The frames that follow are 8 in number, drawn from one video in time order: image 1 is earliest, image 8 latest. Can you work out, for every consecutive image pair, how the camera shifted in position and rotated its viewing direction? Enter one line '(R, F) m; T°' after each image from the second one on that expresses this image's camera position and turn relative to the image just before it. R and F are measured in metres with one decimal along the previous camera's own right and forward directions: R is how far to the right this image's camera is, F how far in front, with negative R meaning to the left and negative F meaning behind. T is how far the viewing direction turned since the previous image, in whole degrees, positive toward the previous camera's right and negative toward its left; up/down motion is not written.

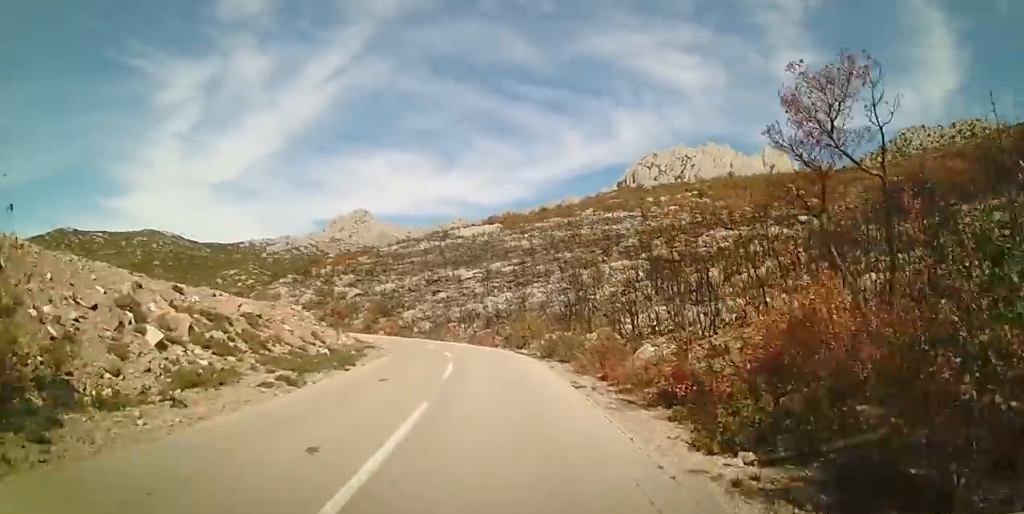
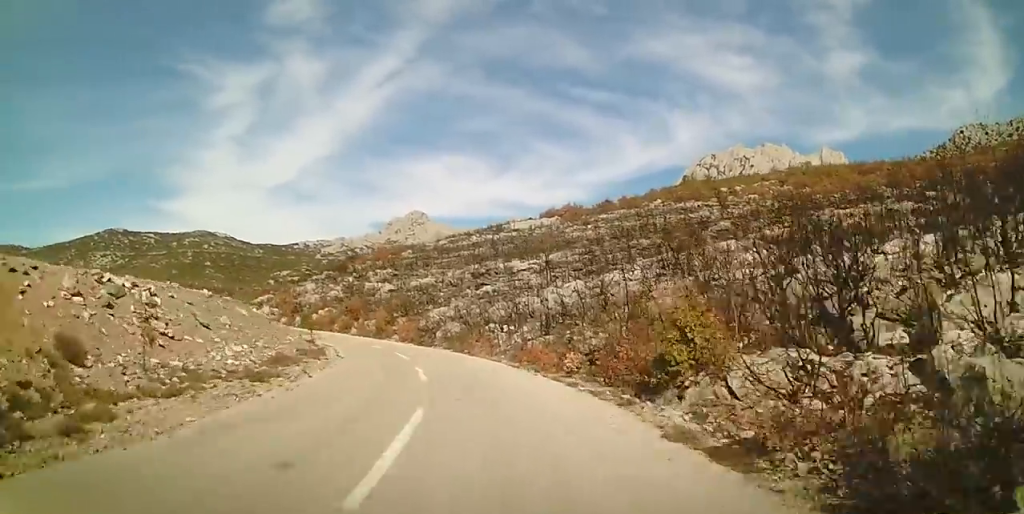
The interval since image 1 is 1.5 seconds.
(-0.9, +18.9) m; -6°
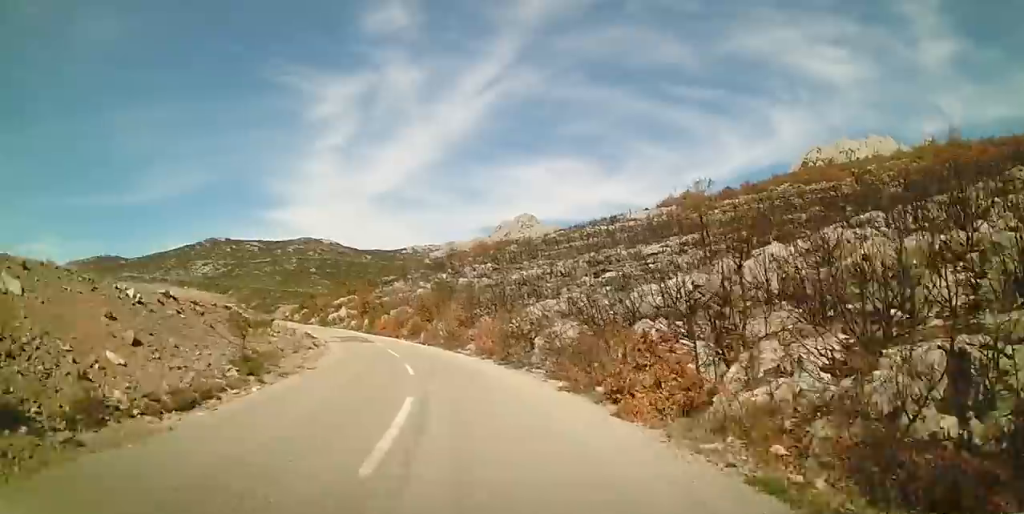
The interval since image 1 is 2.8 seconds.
(-1.7, +17.0) m; -18°
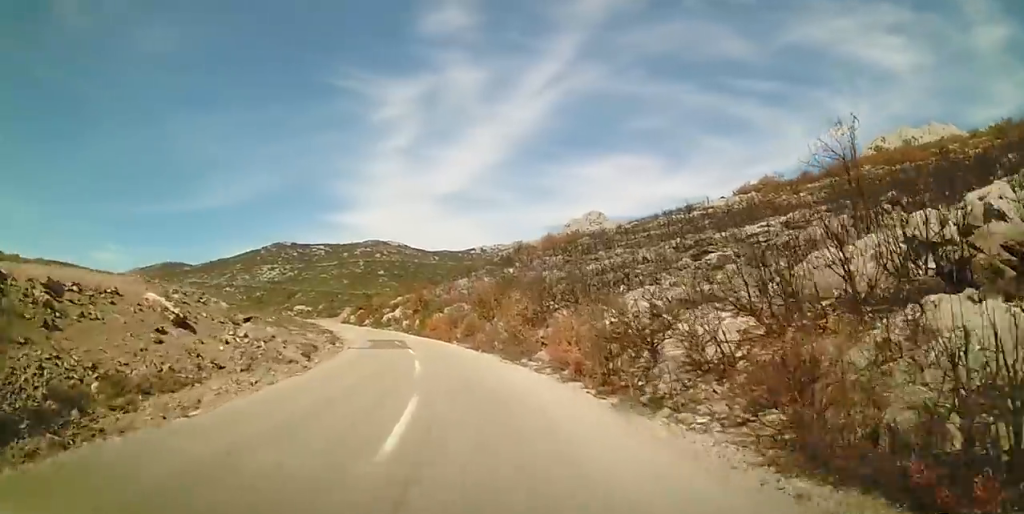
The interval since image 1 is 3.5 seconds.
(-1.8, +9.3) m; -10°
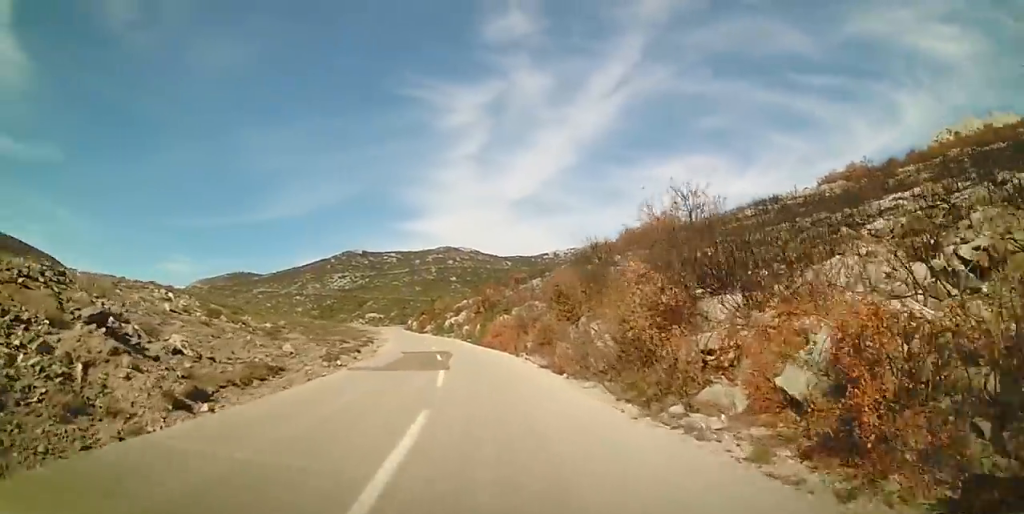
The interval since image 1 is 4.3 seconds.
(-0.3, +10.7) m; -1°
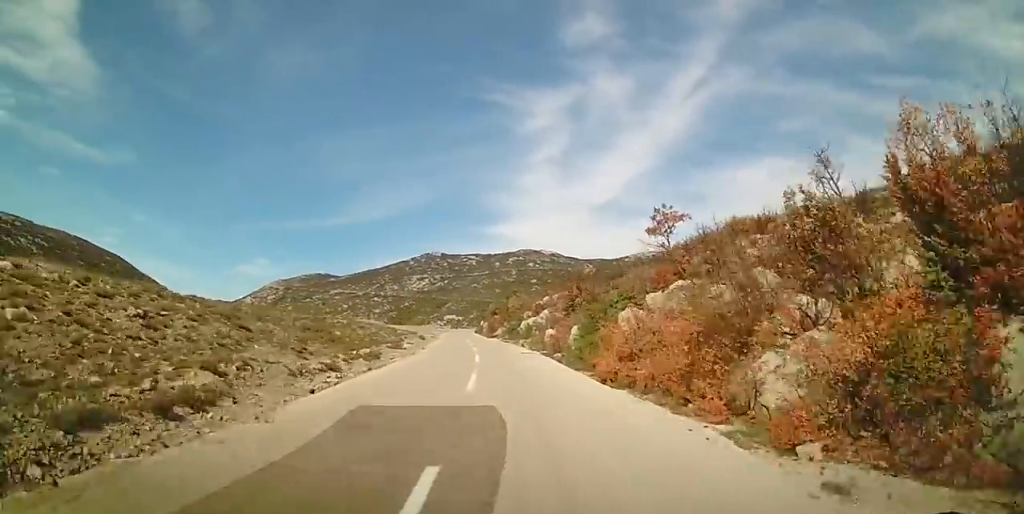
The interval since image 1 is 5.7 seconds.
(0.0, +19.0) m; 0°
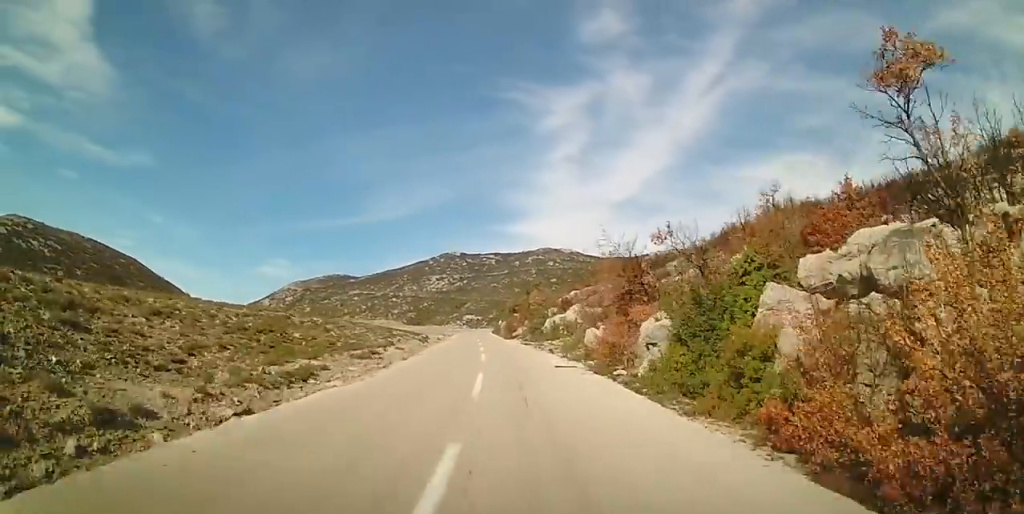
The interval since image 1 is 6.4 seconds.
(0.0, +9.7) m; 0°
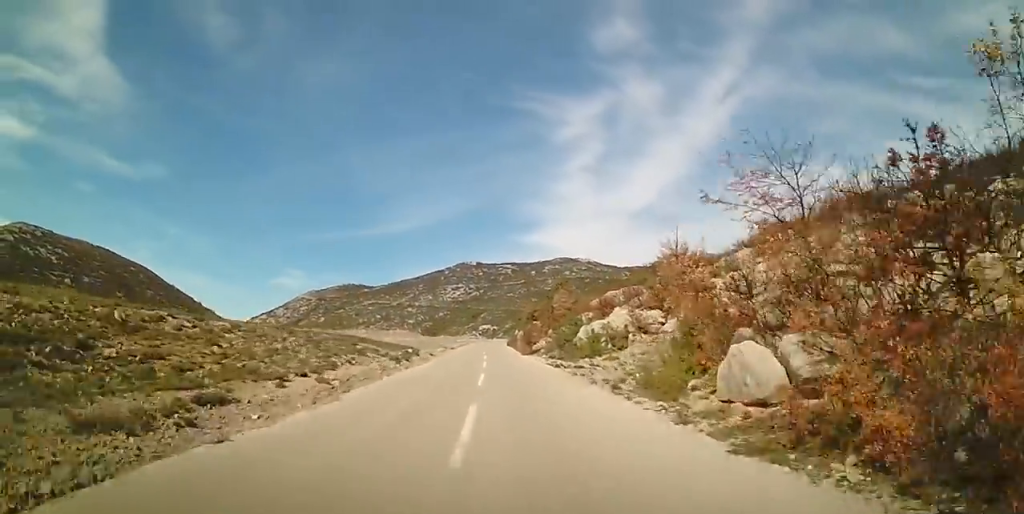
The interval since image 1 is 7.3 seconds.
(0.0, +13.5) m; 0°
